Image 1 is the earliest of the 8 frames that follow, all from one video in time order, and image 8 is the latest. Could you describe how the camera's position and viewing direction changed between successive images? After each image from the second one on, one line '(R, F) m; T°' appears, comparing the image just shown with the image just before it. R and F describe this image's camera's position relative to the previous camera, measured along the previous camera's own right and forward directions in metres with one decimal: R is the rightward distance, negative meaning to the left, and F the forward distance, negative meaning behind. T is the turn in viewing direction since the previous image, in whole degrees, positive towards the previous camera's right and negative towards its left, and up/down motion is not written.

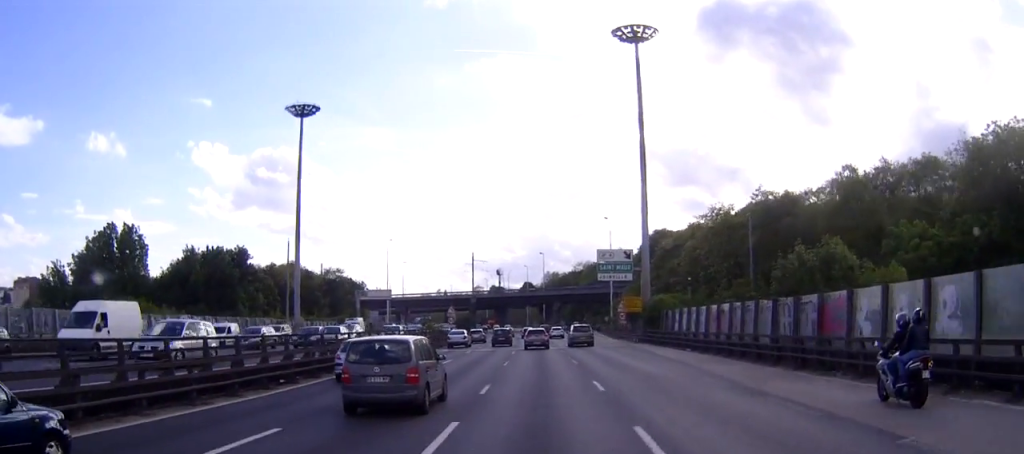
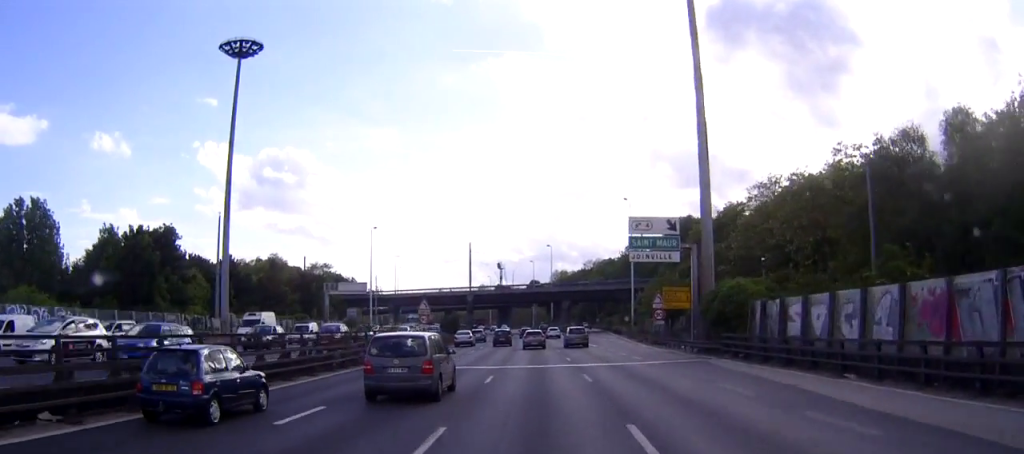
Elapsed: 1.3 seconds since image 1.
(0.0, +22.7) m; 0°
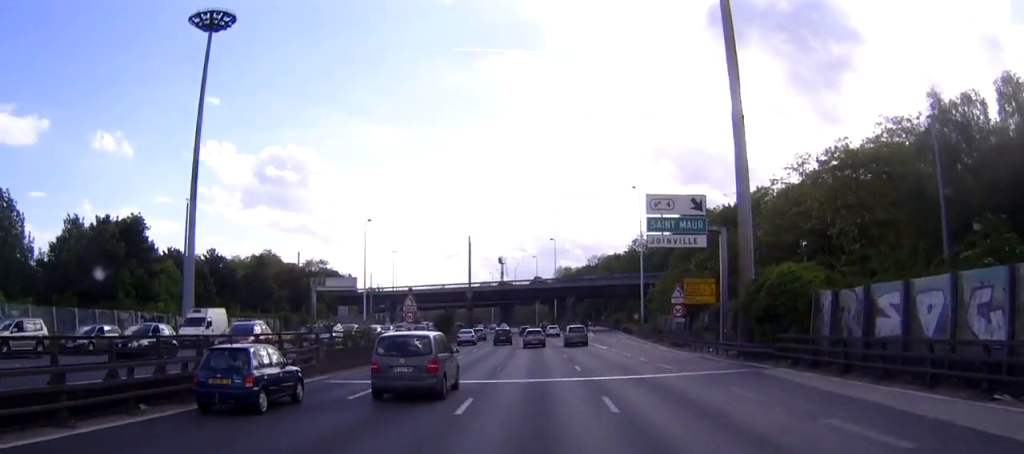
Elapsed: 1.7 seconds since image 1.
(0.0, +7.6) m; 0°
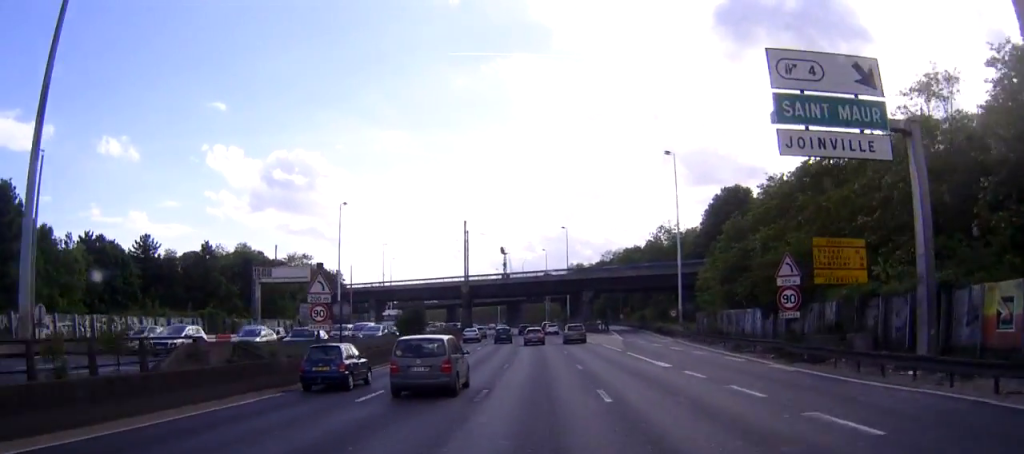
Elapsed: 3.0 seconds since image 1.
(-0.3, +23.6) m; -1°
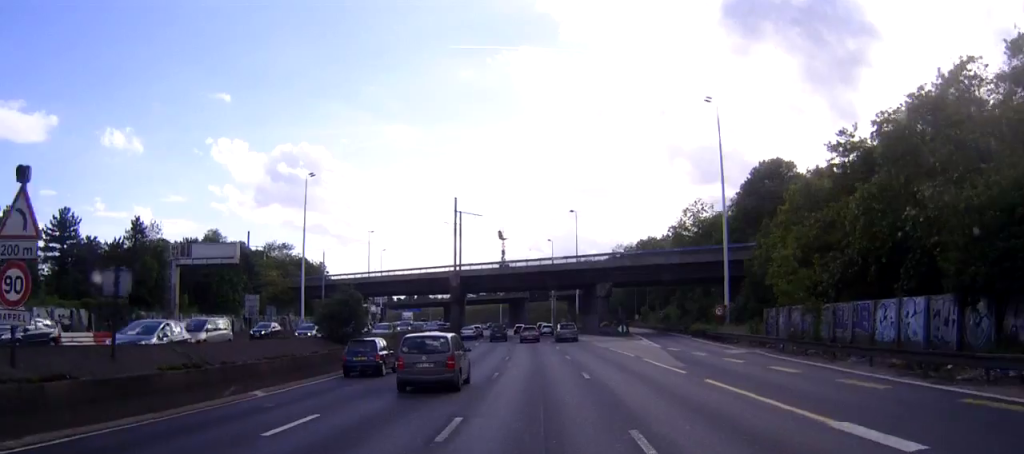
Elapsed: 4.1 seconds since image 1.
(-0.2, +19.8) m; -1°
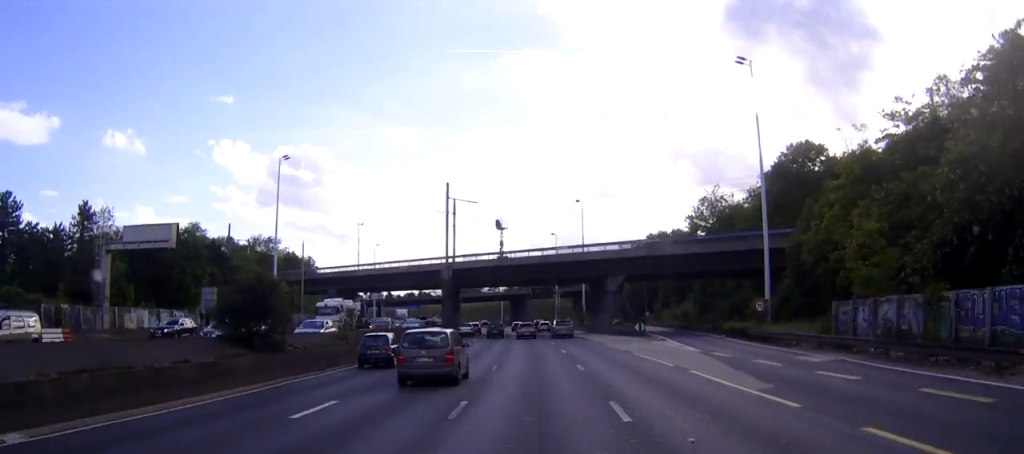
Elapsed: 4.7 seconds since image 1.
(0.0, +11.3) m; 0°
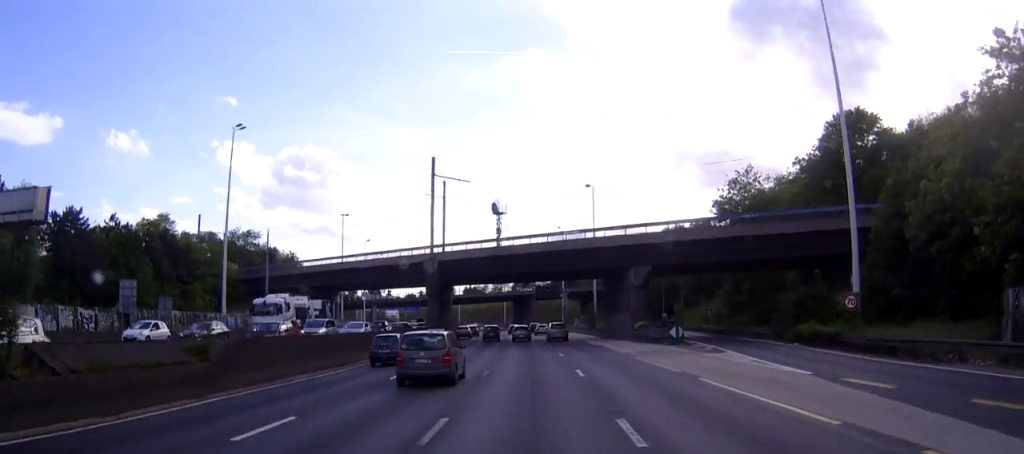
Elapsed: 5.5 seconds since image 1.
(+0.1, +15.4) m; 0°
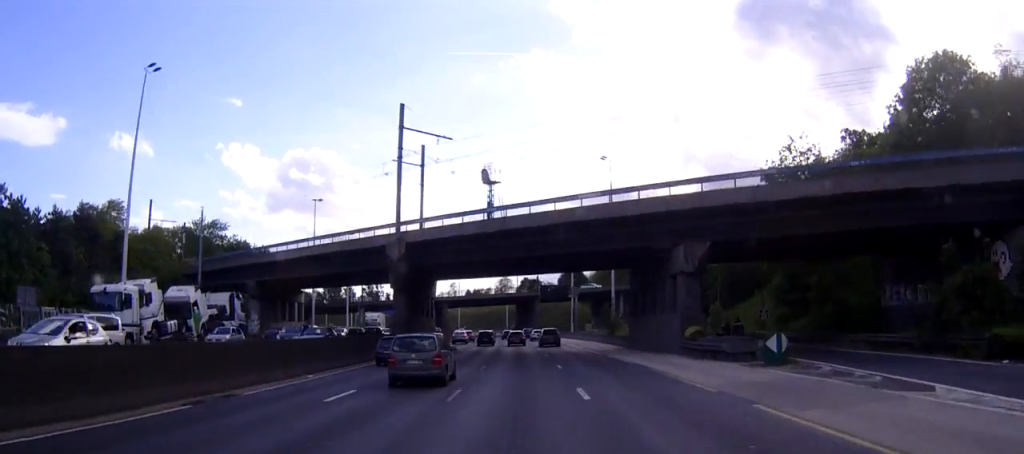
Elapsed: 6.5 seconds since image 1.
(-0.2, +19.5) m; -1°
